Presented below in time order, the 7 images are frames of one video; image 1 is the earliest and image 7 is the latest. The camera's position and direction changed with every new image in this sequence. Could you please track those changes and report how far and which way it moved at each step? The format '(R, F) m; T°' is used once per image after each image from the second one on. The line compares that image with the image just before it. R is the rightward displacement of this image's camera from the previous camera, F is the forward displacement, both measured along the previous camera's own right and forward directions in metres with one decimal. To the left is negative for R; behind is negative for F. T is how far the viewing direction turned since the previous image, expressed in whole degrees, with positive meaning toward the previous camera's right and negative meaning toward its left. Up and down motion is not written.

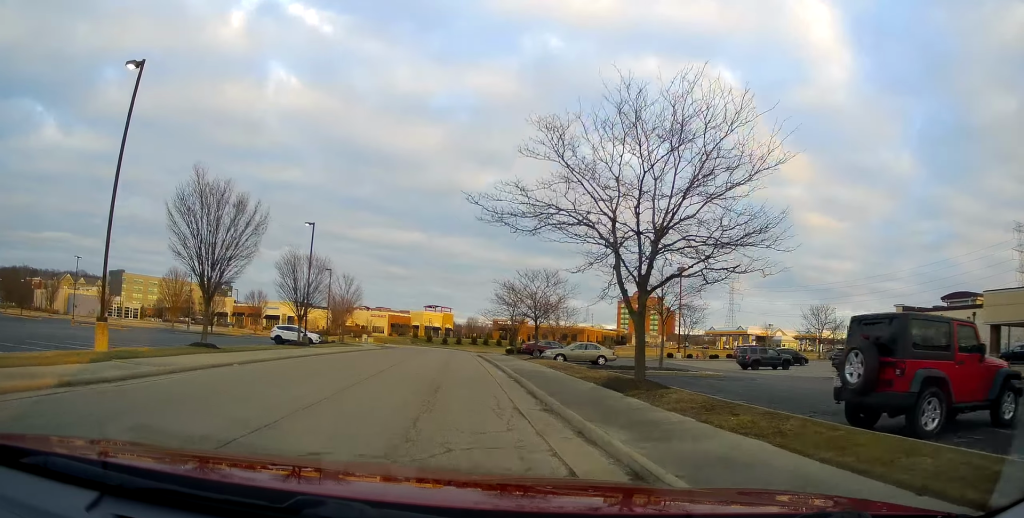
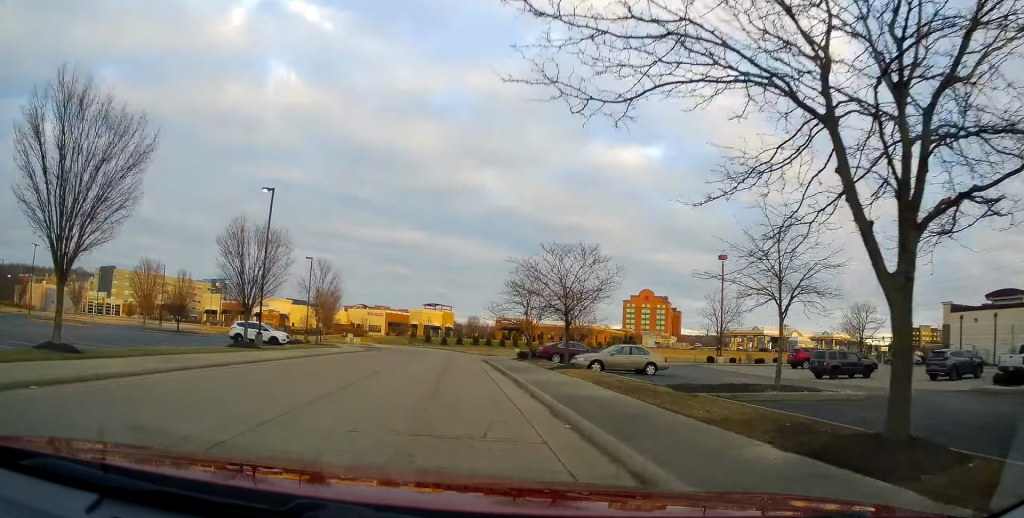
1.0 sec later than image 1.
(+0.1, +9.3) m; +2°
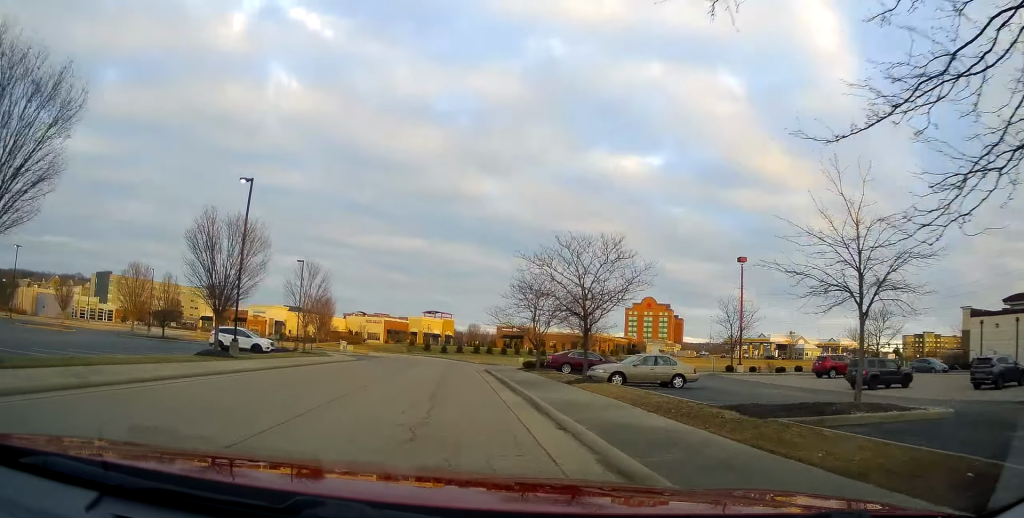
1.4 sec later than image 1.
(+0.1, +3.6) m; +1°
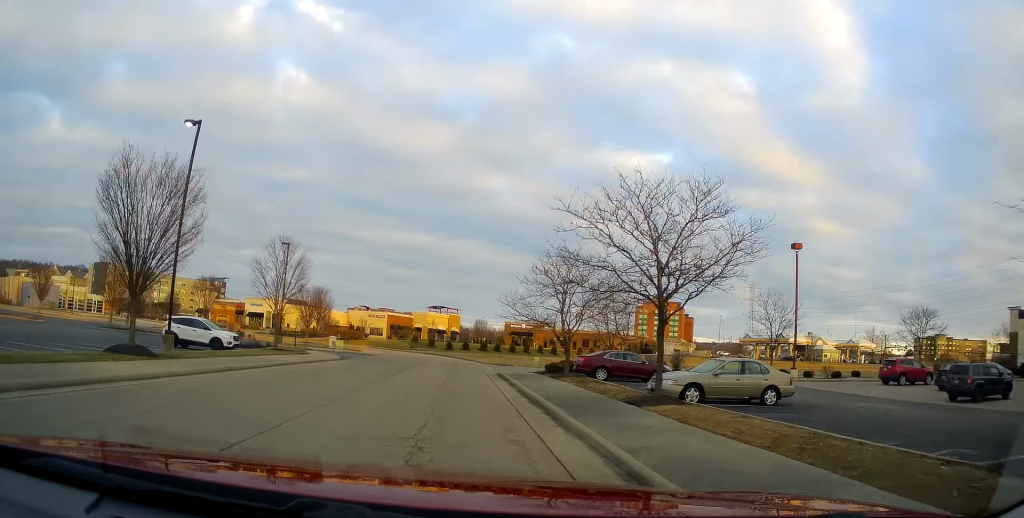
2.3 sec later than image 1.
(0.0, +7.1) m; -3°
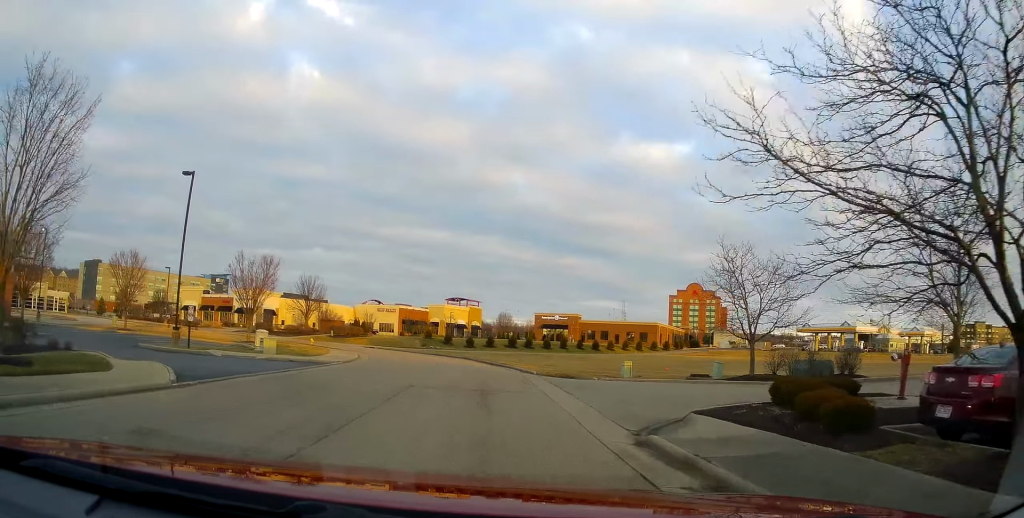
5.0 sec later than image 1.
(-1.4, +20.9) m; -4°
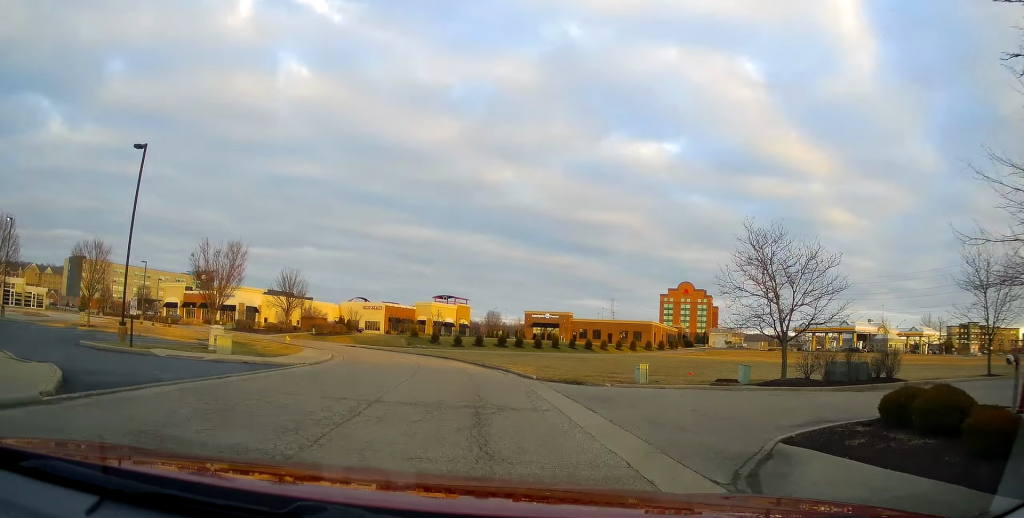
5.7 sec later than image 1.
(0.0, +4.1) m; +3°
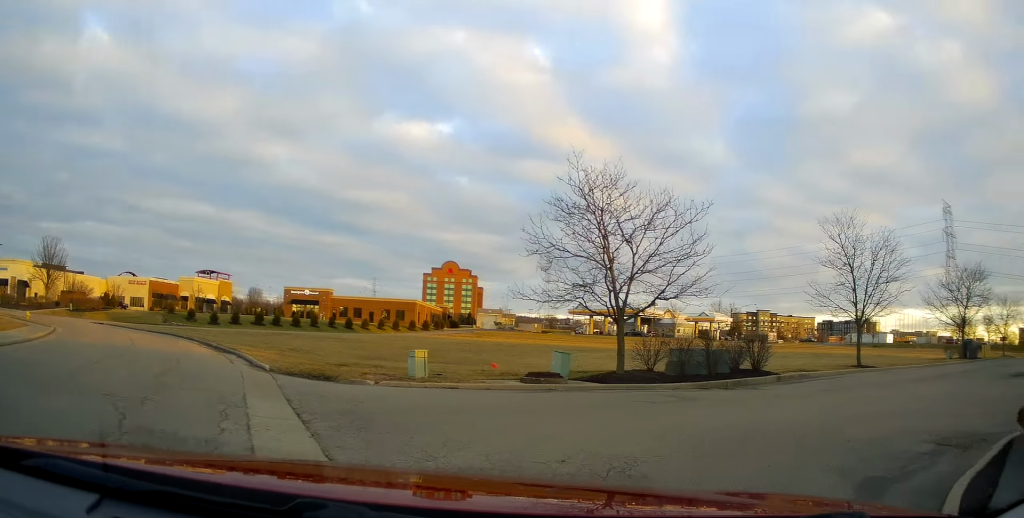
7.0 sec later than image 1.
(+1.0, +7.4) m; +22°
